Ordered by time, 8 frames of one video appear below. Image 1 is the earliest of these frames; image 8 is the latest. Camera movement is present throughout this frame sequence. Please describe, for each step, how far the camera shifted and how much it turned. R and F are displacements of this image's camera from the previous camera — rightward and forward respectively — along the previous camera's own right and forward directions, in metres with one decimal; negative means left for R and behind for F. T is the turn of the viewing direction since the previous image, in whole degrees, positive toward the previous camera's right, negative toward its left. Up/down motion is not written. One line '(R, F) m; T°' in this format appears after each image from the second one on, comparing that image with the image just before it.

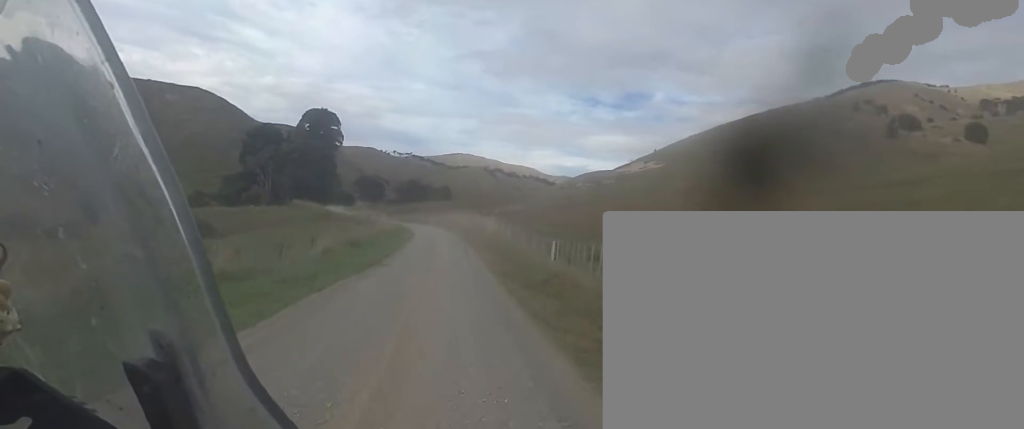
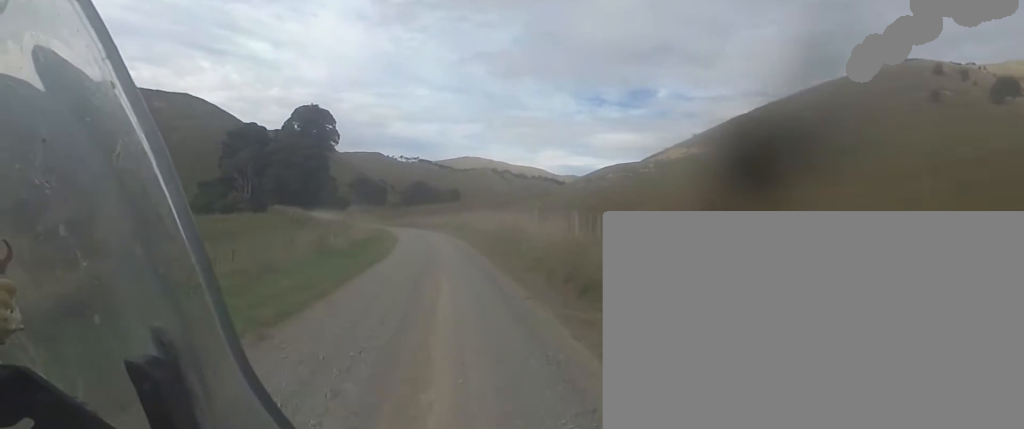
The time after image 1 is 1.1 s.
(+0.4, +16.7) m; +5°
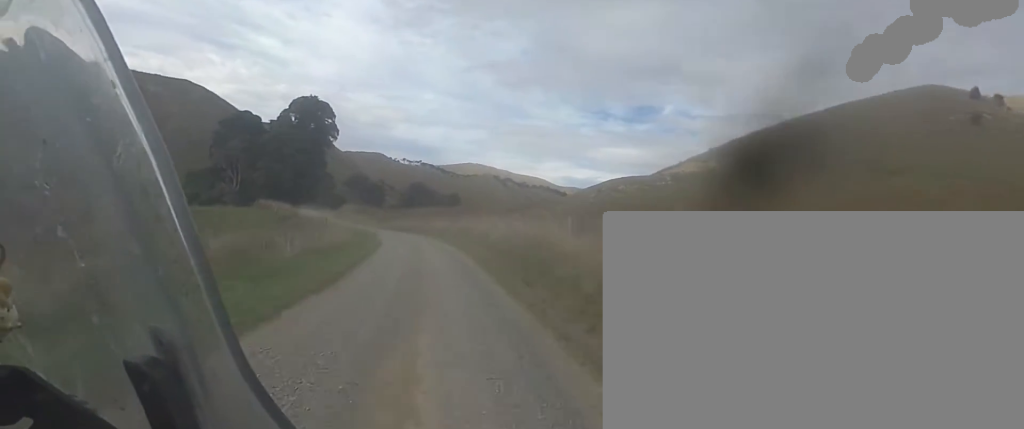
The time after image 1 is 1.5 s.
(+0.3, +5.9) m; -2°
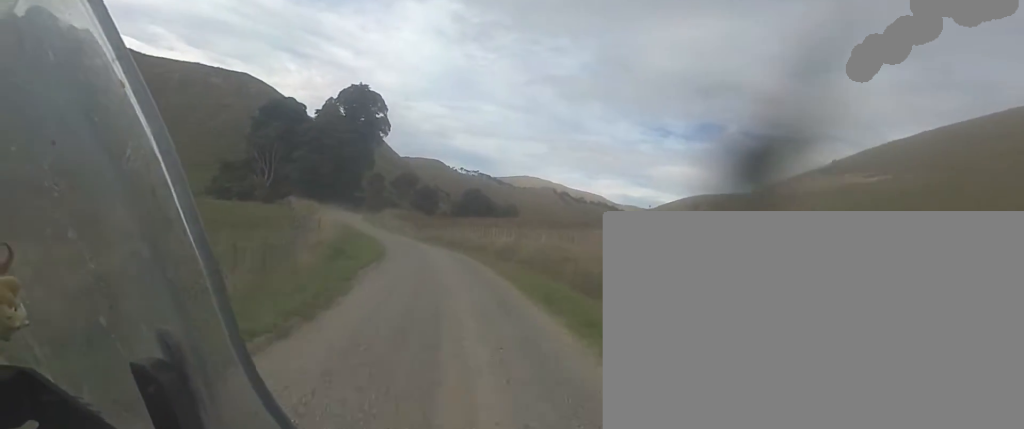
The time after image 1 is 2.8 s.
(-1.0, +16.9) m; -13°
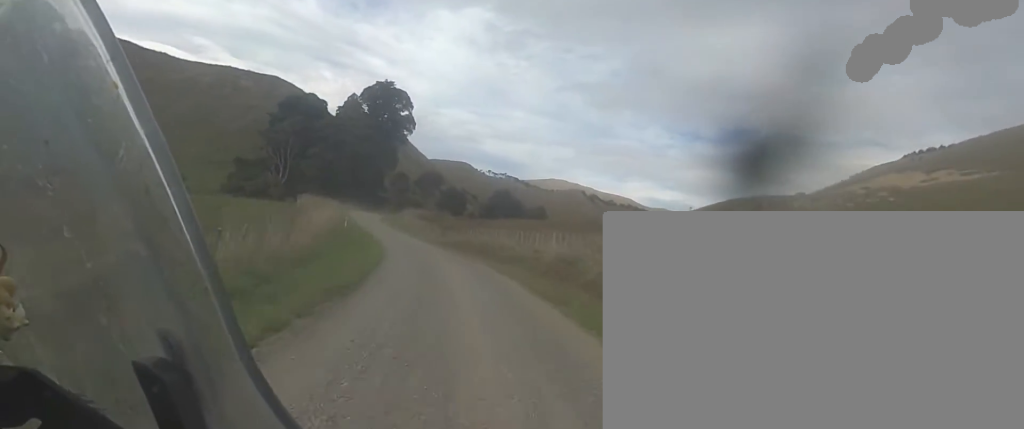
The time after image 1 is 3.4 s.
(-0.6, +7.8) m; -5°
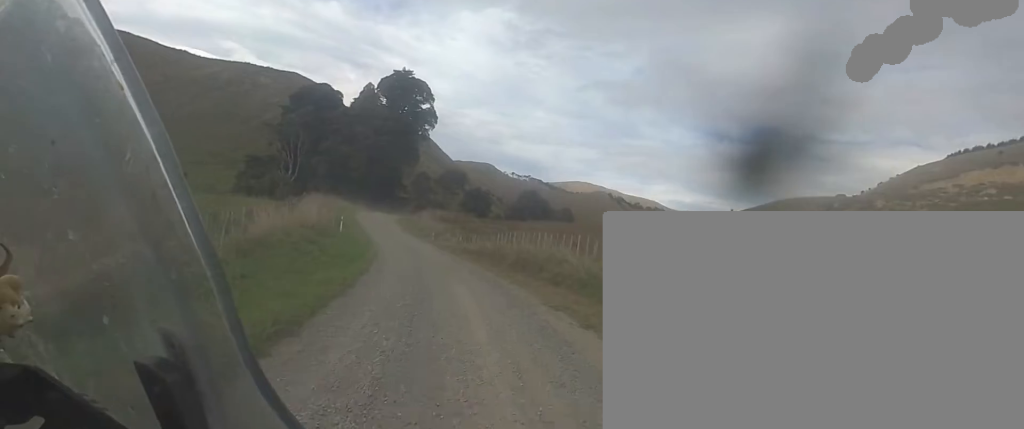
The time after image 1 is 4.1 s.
(-0.9, +8.2) m; 0°
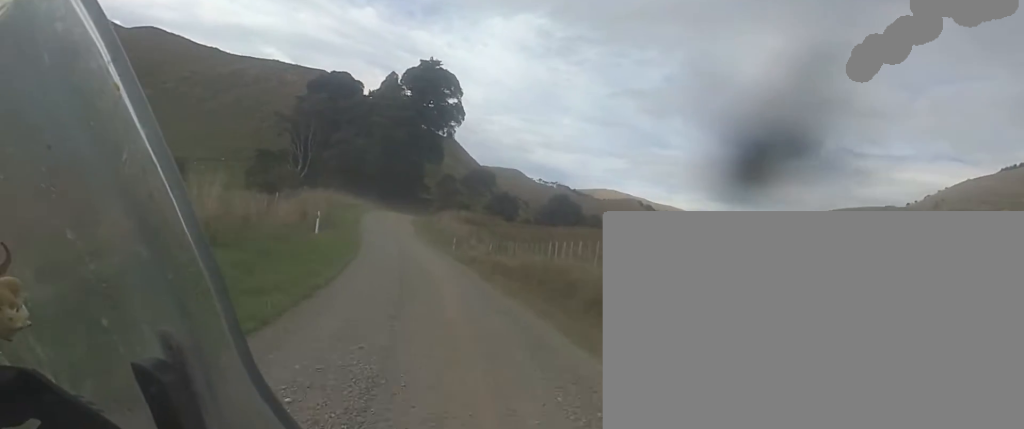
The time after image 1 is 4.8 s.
(+0.8, +9.4) m; -1°
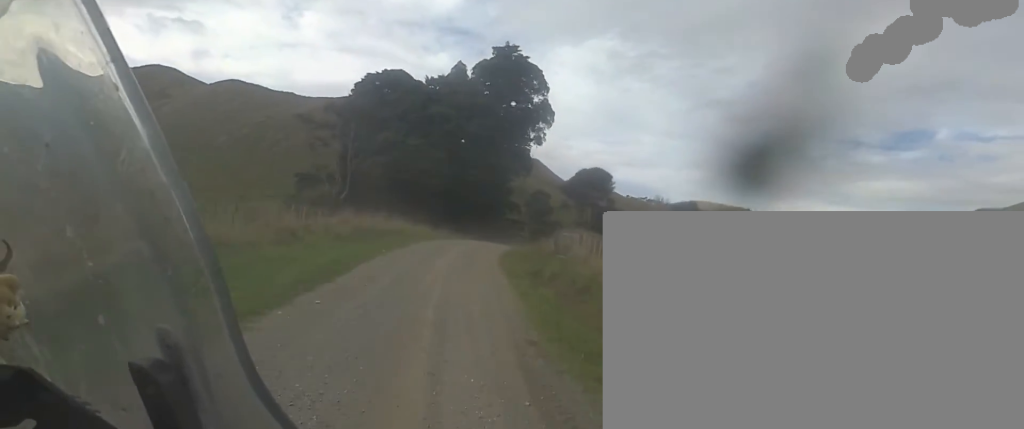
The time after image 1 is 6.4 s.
(-1.8, +22.8) m; -7°
